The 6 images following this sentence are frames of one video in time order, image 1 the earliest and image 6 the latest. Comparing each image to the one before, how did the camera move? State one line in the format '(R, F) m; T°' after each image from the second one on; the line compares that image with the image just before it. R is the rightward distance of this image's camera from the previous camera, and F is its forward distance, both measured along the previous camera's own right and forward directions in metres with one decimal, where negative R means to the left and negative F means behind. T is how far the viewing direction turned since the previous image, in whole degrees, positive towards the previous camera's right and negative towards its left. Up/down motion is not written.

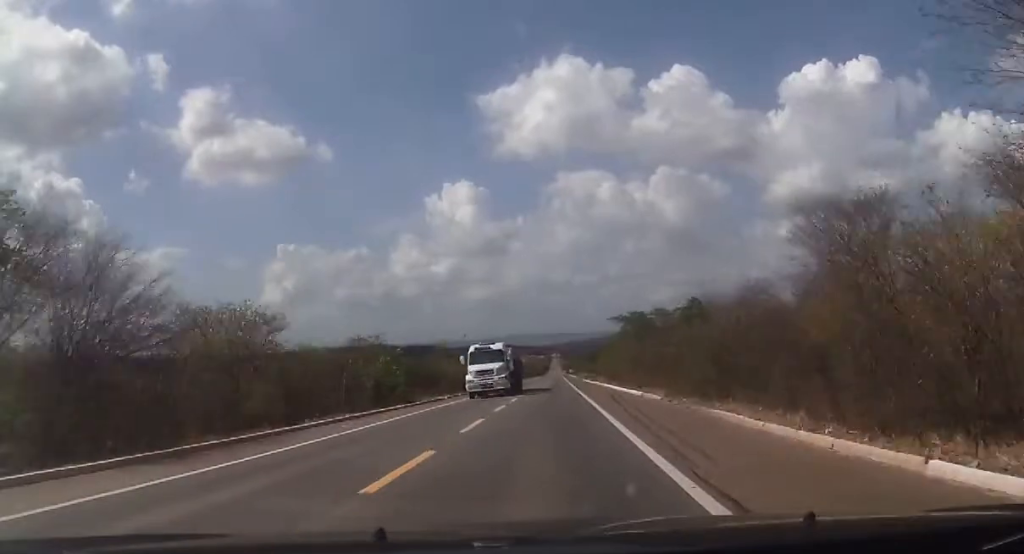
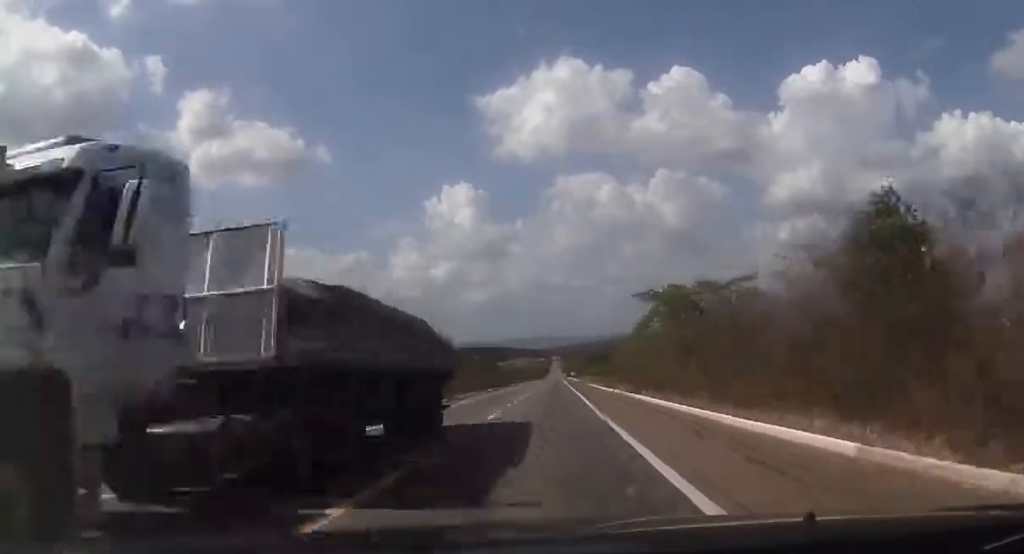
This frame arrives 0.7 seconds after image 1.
(+0.1, +25.9) m; 0°
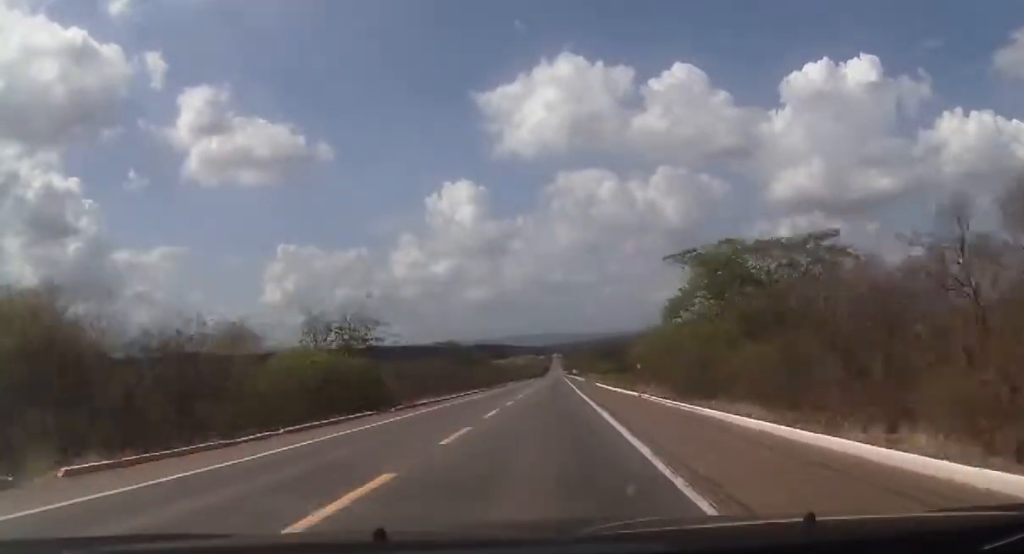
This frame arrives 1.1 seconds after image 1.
(0.0, +16.2) m; 0°
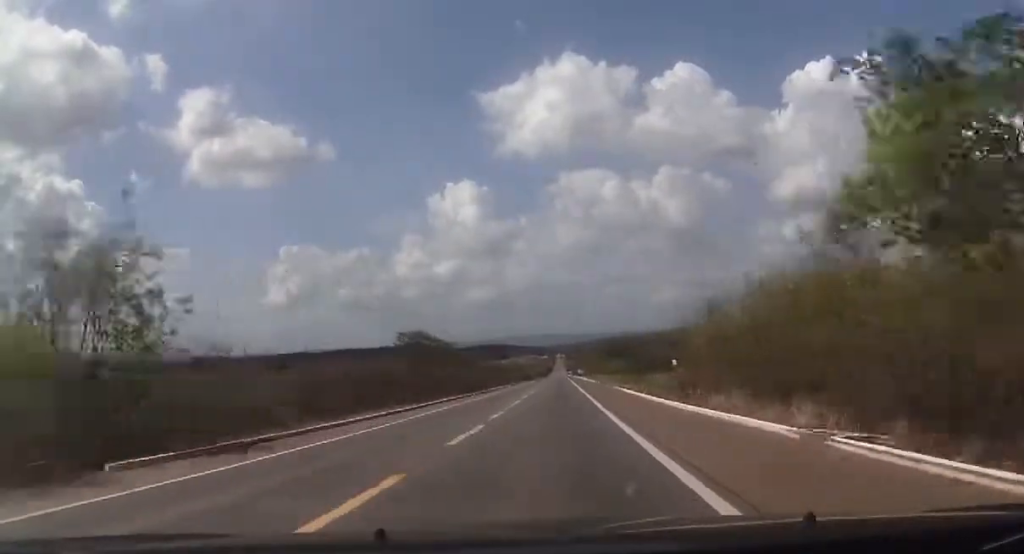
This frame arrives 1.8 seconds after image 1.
(0.0, +23.8) m; 0°
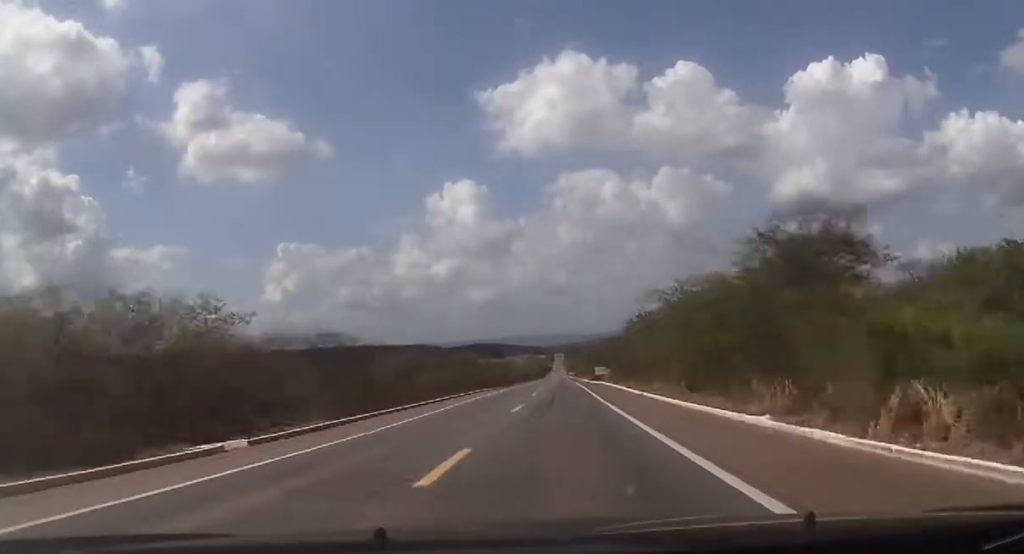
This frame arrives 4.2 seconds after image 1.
(0.0, +91.6) m; -1°
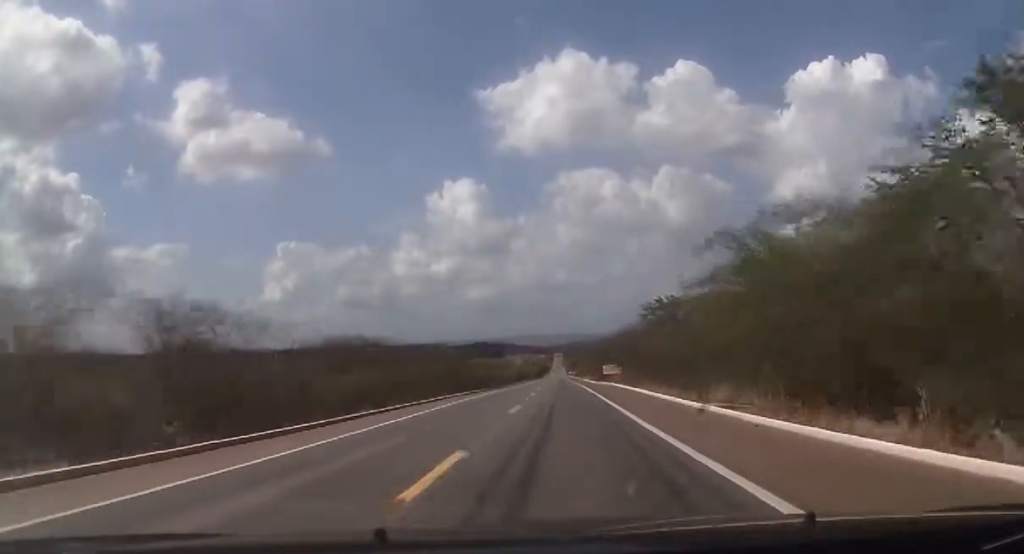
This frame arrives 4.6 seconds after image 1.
(-0.1, +16.7) m; 0°
